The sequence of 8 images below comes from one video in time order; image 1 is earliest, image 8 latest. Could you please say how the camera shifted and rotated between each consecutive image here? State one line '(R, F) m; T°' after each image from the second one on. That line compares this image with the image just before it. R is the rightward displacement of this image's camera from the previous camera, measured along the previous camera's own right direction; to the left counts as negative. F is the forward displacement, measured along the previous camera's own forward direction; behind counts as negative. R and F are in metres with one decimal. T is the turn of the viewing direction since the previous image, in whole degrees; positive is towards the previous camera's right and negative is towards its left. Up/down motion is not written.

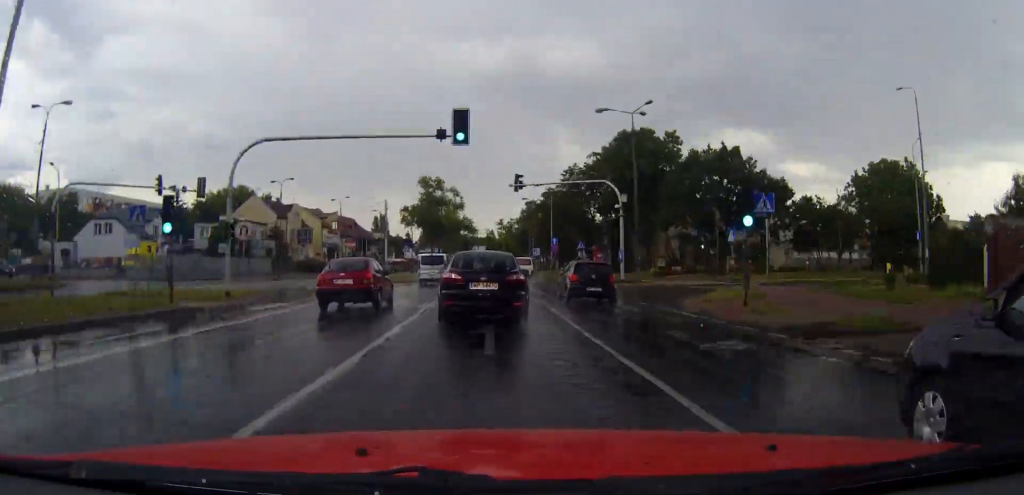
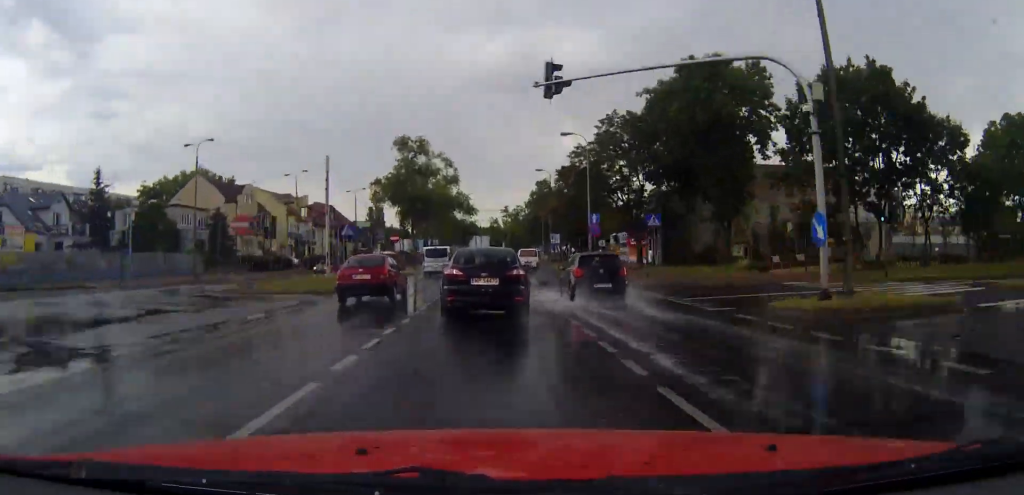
(0.0, +25.1) m; 0°
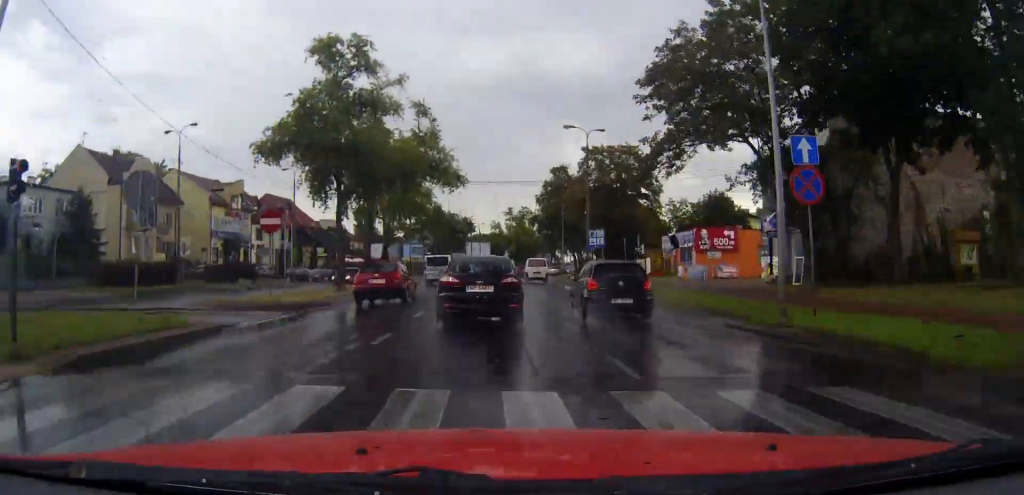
(+0.2, +30.9) m; 0°
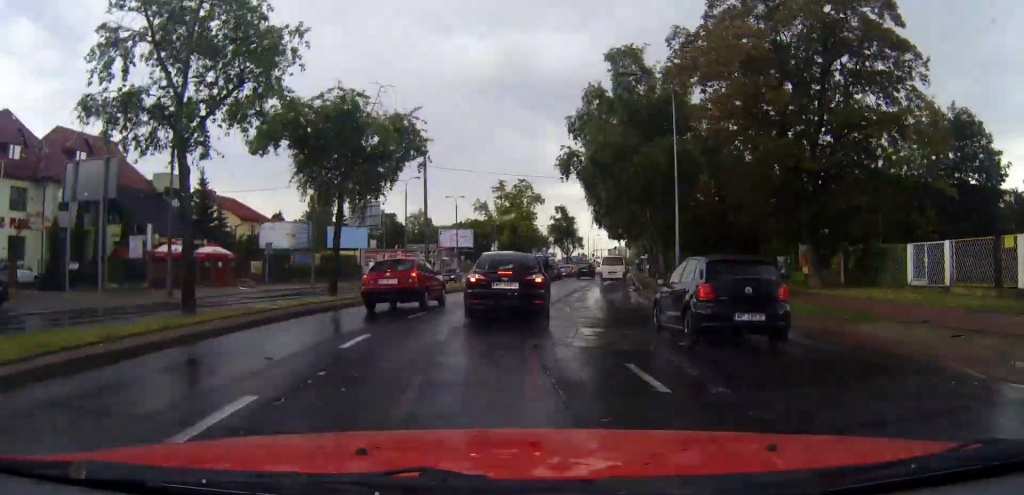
(+0.4, +53.4) m; +4°
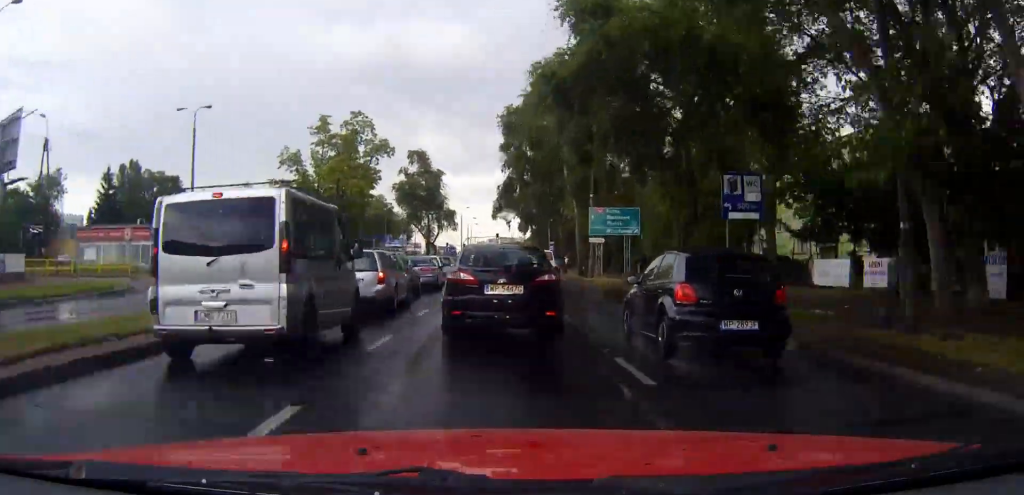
(+4.4, +53.8) m; +8°
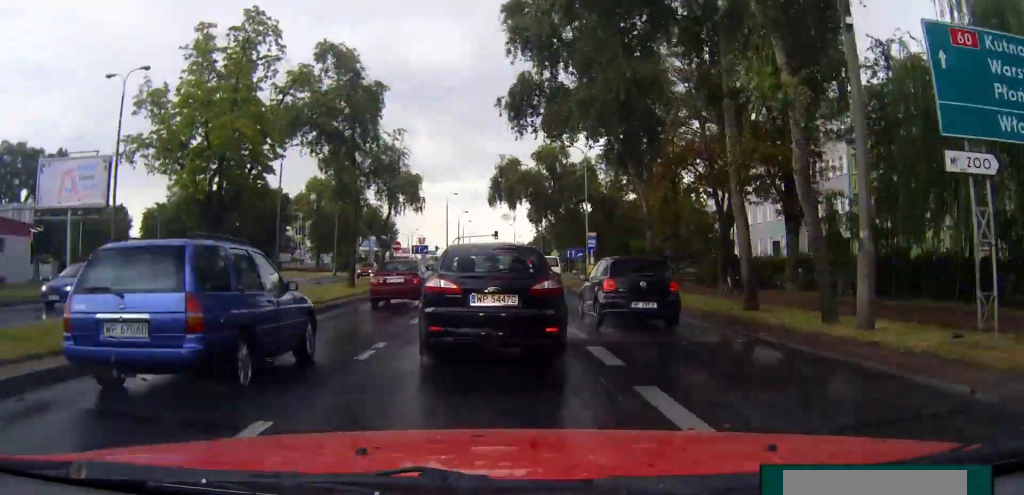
(+0.4, +40.1) m; +1°
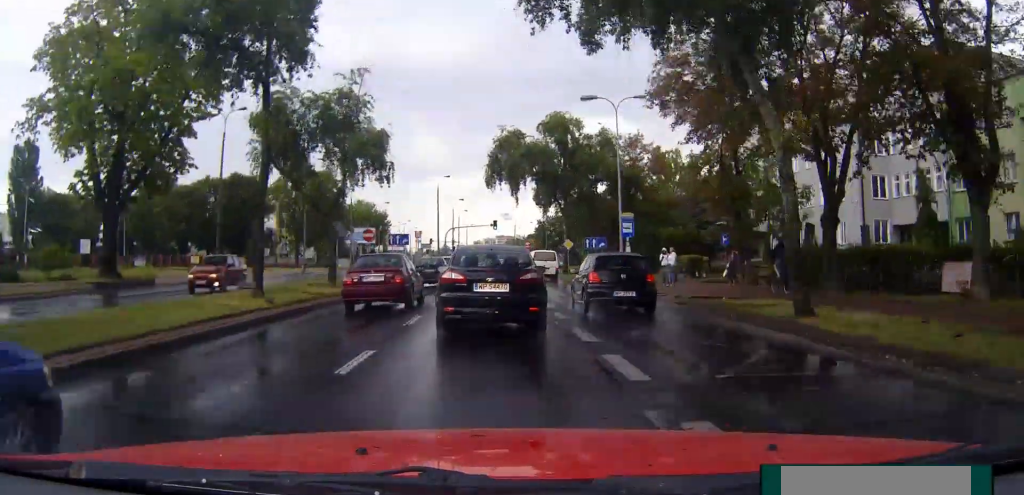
(0.0, +16.2) m; 0°
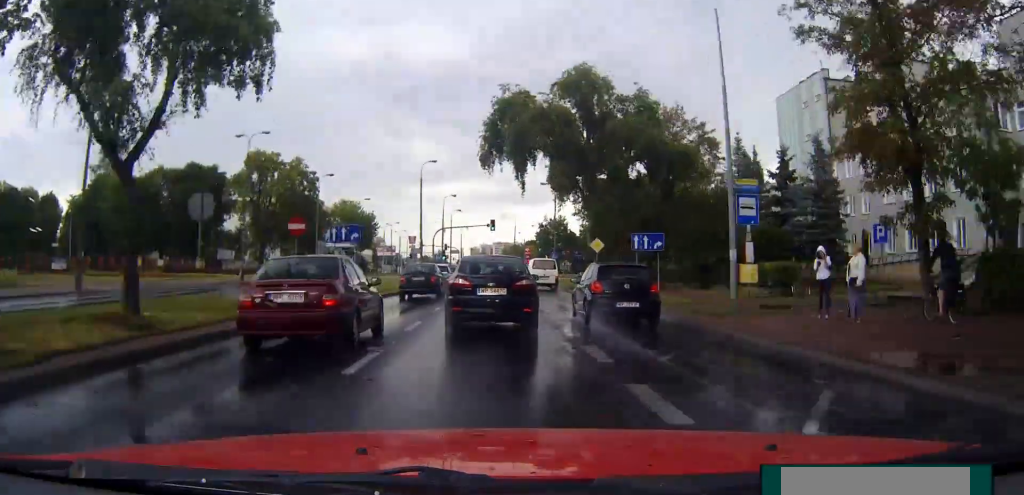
(+0.1, +17.4) m; 0°
